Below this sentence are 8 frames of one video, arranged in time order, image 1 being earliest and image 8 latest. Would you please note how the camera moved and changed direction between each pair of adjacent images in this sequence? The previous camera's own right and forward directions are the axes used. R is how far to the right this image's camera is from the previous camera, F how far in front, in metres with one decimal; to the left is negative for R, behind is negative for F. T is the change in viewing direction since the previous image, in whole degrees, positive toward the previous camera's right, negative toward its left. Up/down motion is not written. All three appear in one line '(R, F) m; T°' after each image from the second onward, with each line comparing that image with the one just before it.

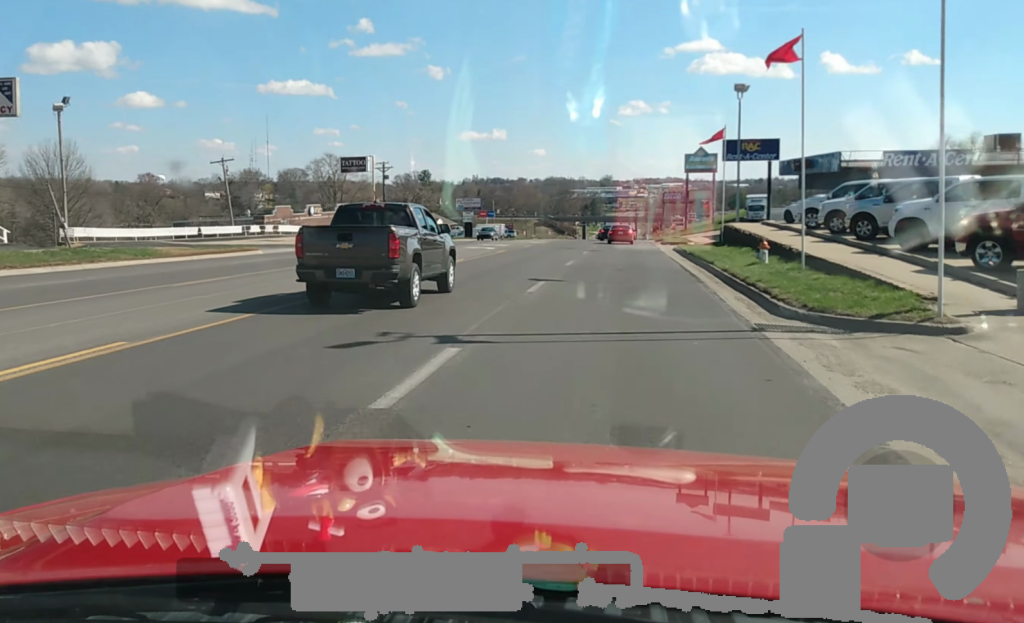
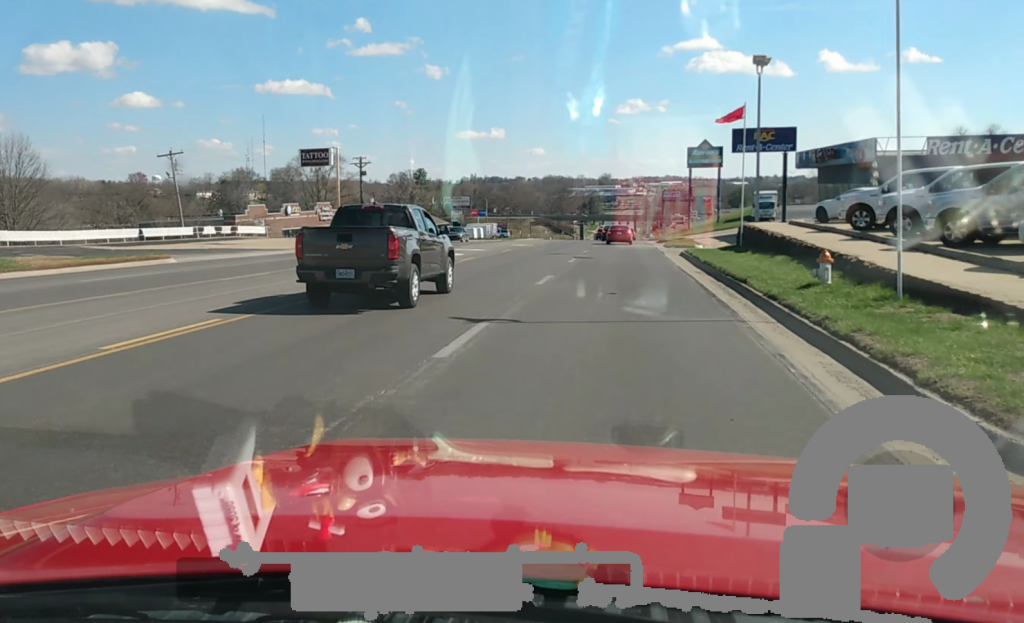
(0.0, +9.6) m; 0°
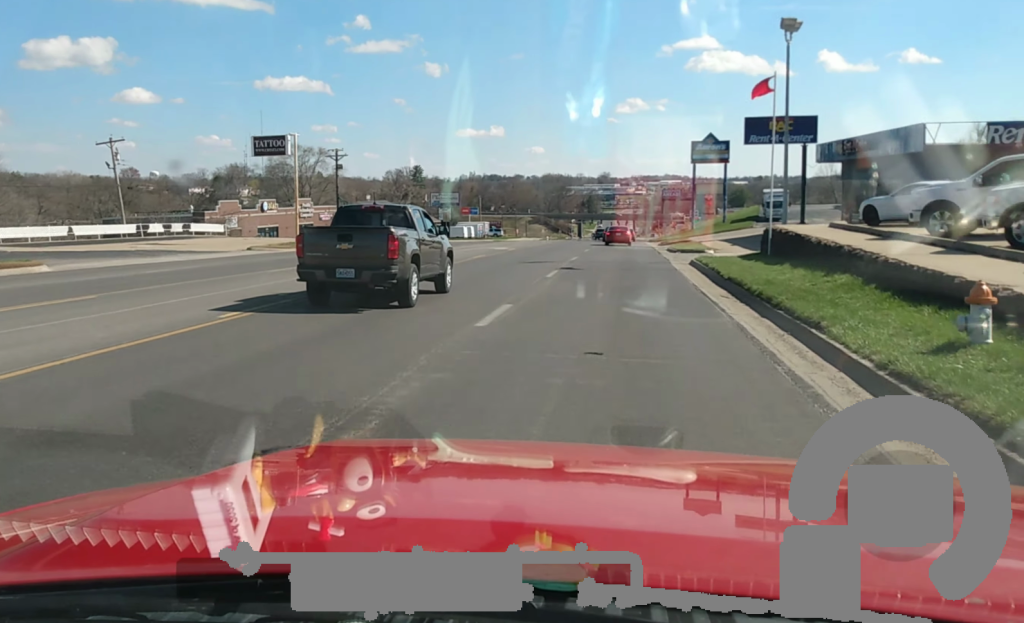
(0.0, +9.0) m; 0°
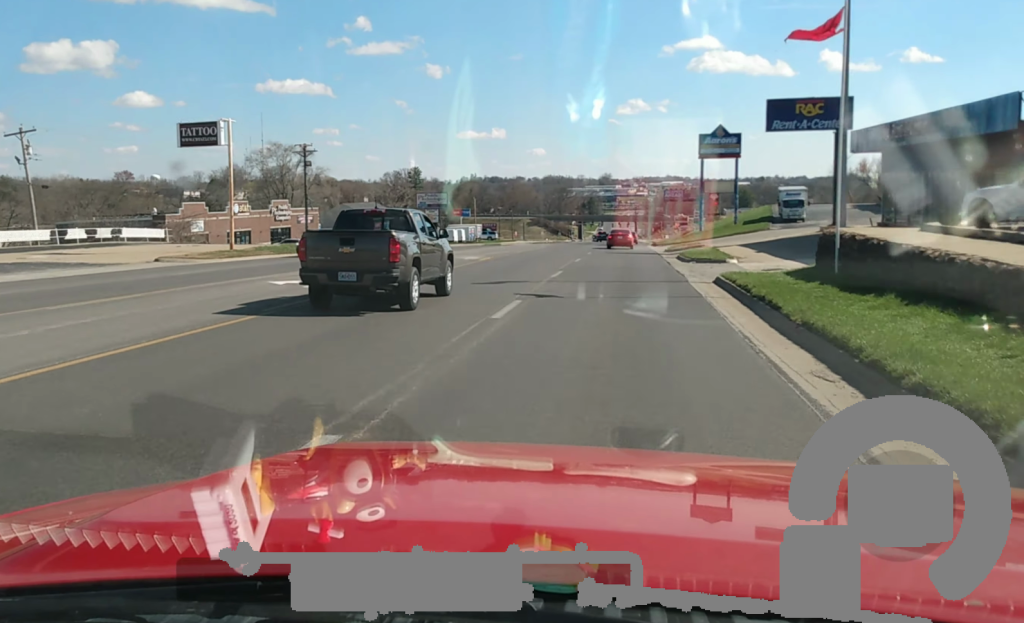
(+0.1, +9.7) m; 0°
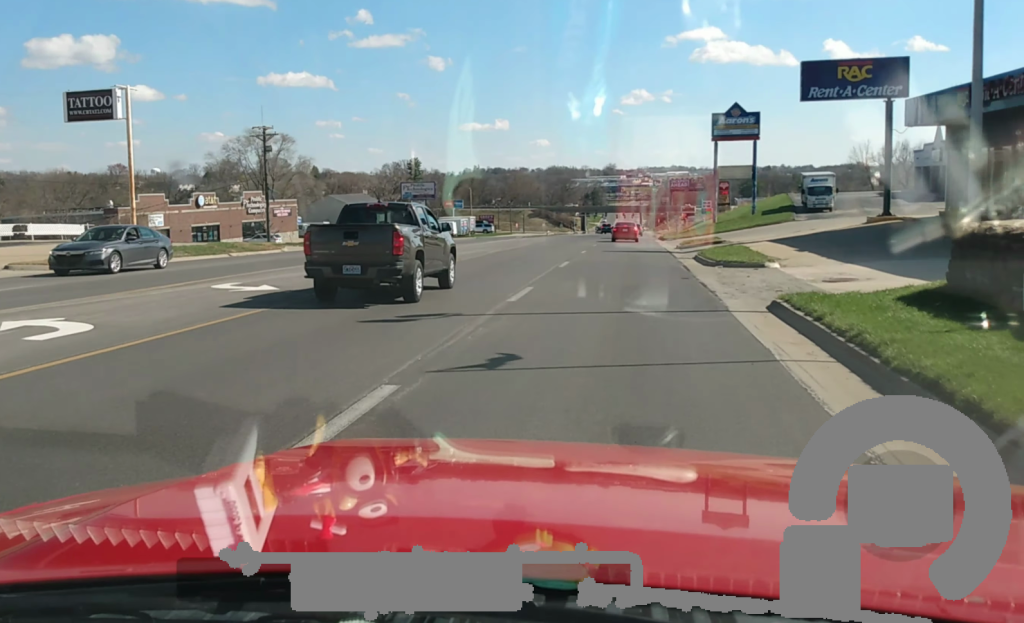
(0.0, +10.8) m; 0°
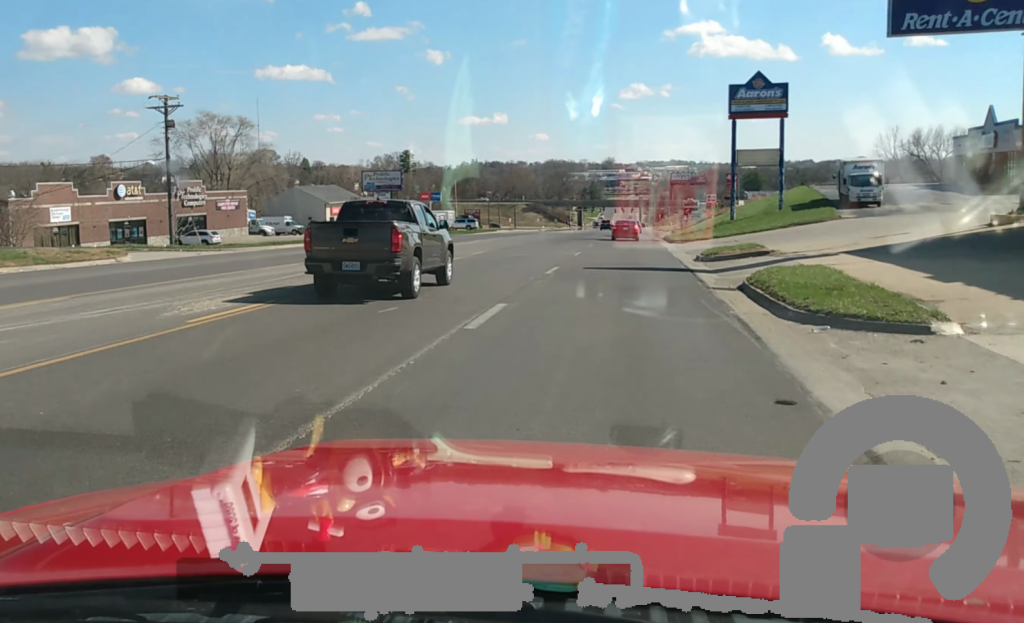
(-0.1, +16.4) m; 0°
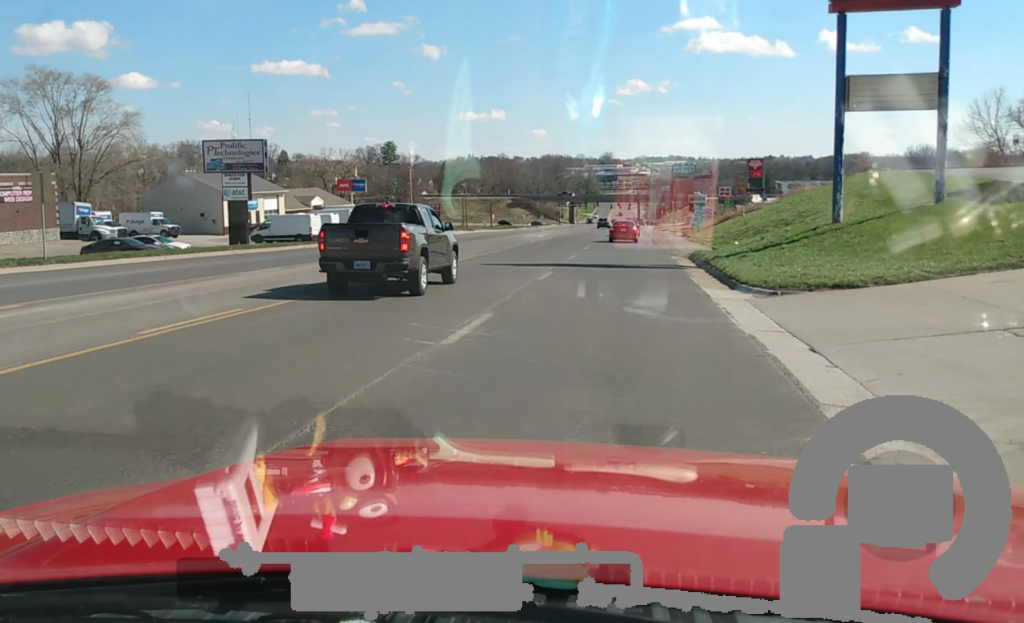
(0.0, +37.1) m; 0°
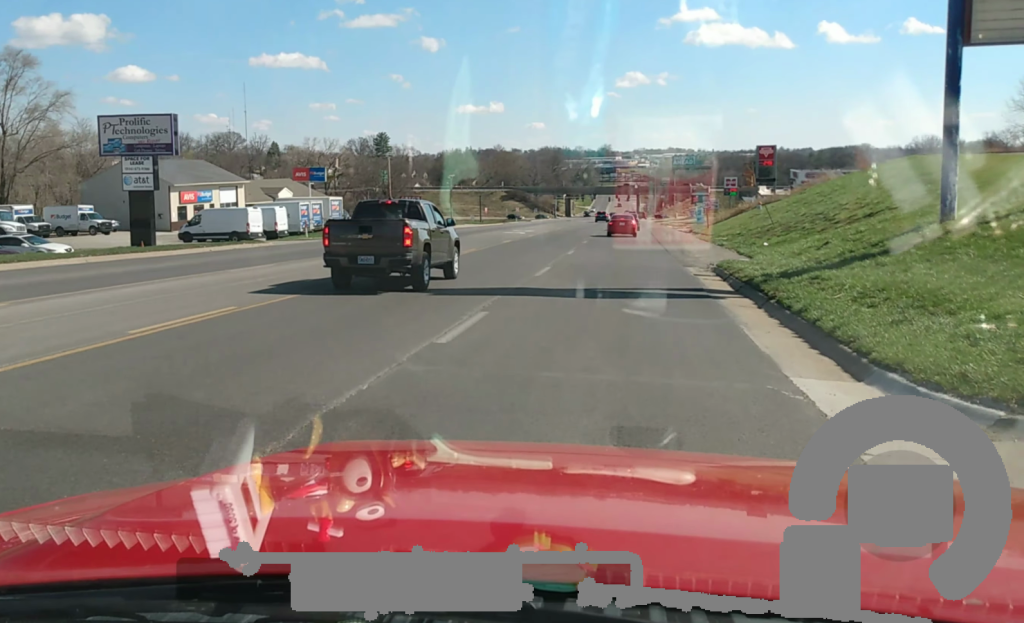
(+0.1, +12.3) m; 0°
